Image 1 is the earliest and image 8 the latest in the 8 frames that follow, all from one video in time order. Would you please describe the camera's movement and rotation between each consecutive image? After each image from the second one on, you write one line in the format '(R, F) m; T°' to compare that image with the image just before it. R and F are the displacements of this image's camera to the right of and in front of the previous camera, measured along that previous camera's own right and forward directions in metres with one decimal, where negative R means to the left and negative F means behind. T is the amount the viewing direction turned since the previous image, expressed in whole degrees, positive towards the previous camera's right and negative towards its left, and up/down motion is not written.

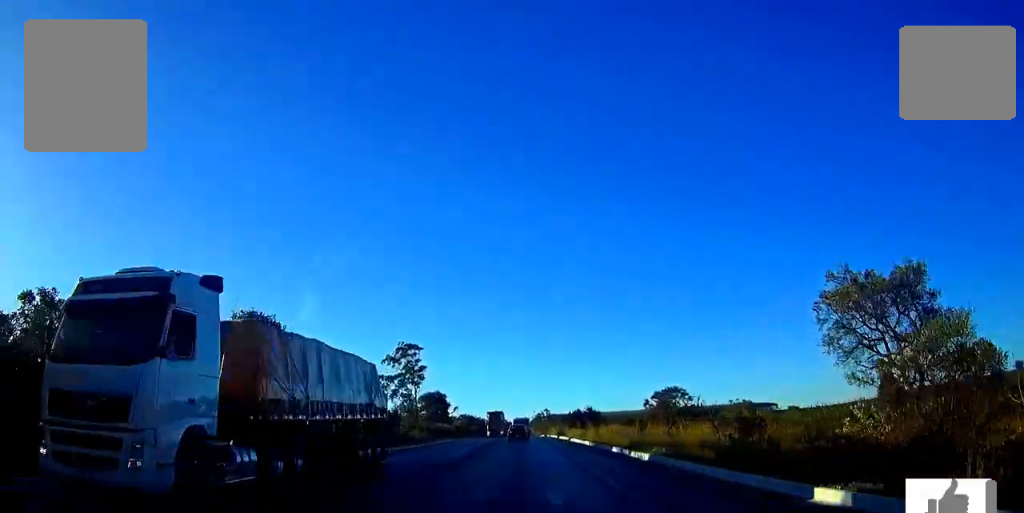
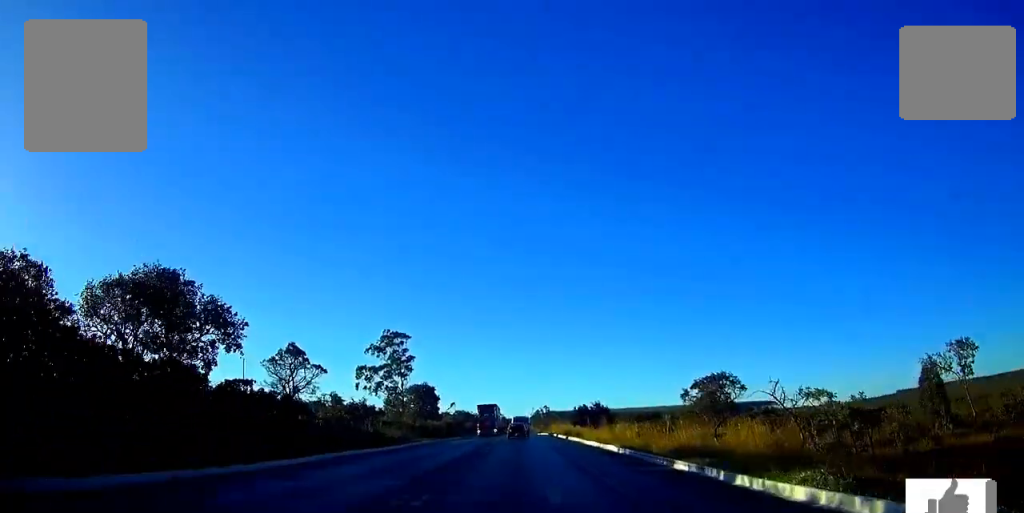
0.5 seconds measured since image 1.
(0.0, +13.0) m; 0°
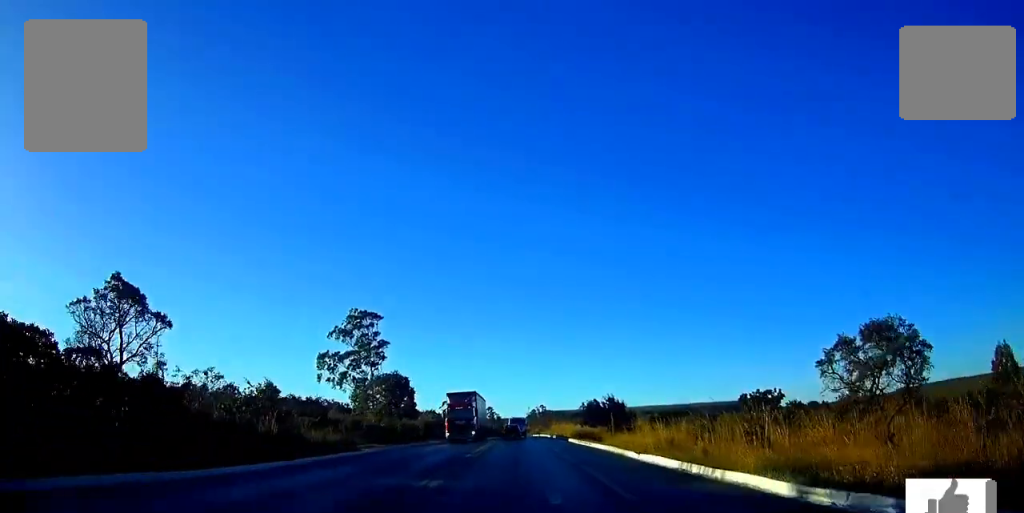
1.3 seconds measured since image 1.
(0.0, +20.1) m; 0°
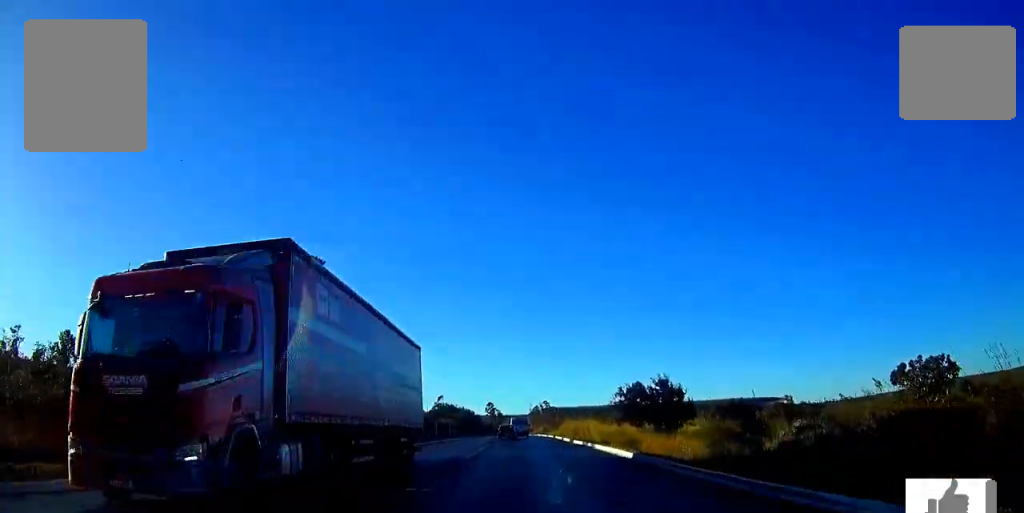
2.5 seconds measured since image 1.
(+0.1, +30.1) m; 0°
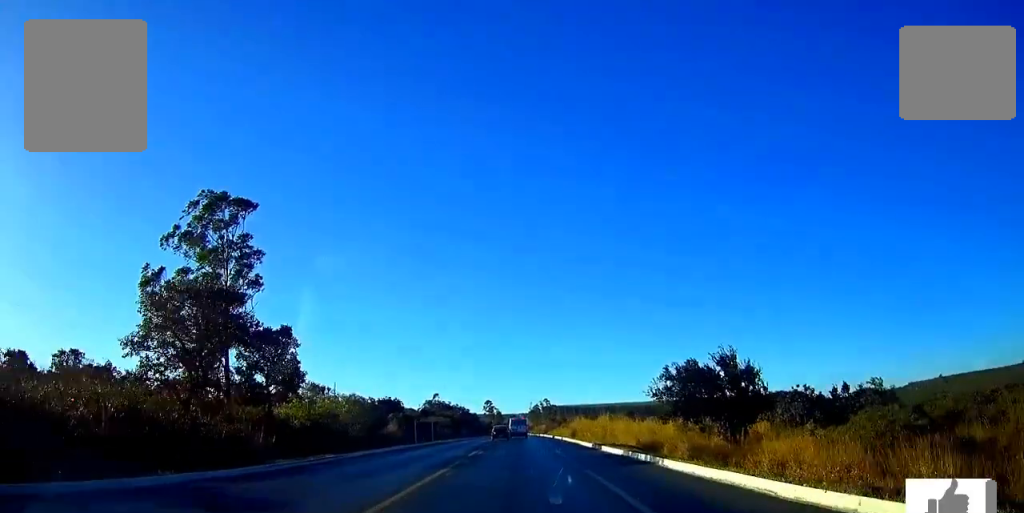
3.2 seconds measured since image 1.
(0.0, +17.7) m; 0°
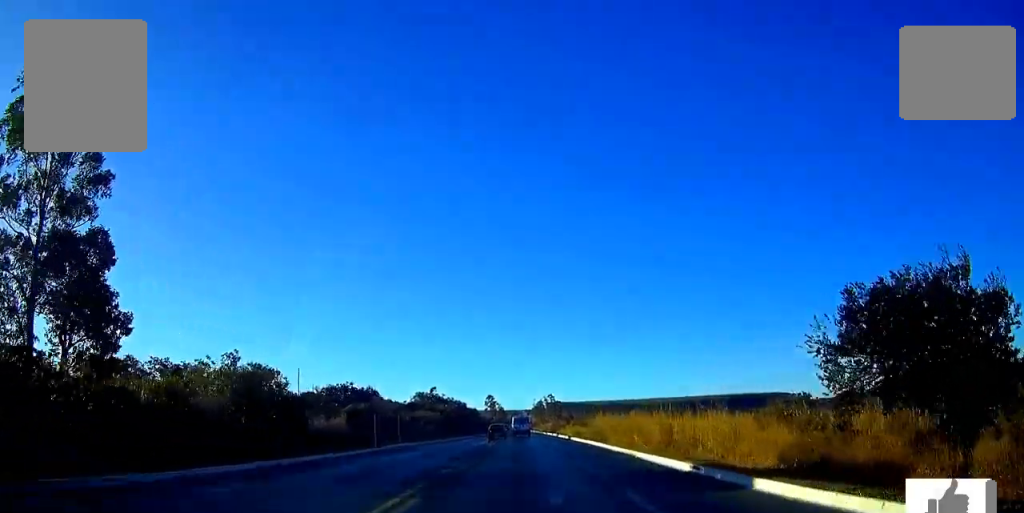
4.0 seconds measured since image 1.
(-0.1, +21.6) m; 0°
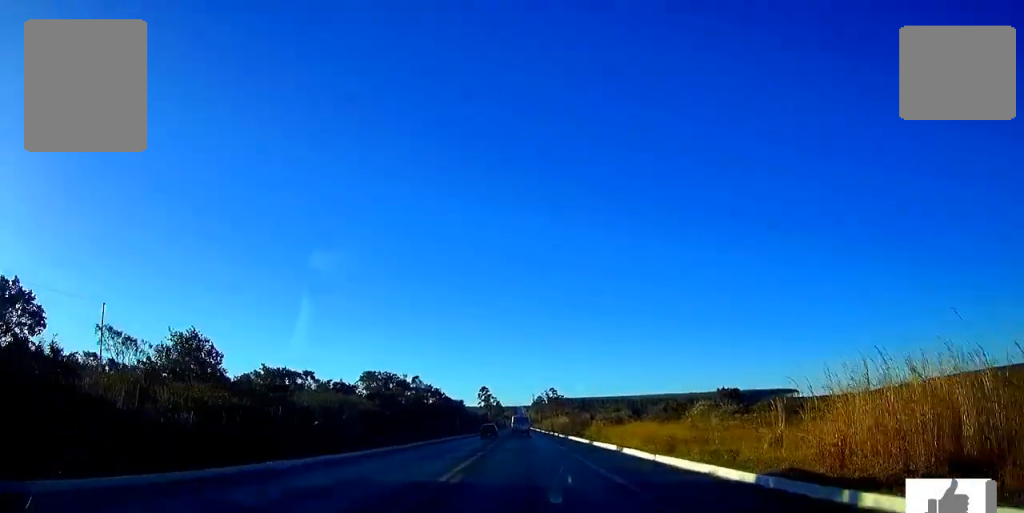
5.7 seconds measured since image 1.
(-0.1, +49.4) m; 0°
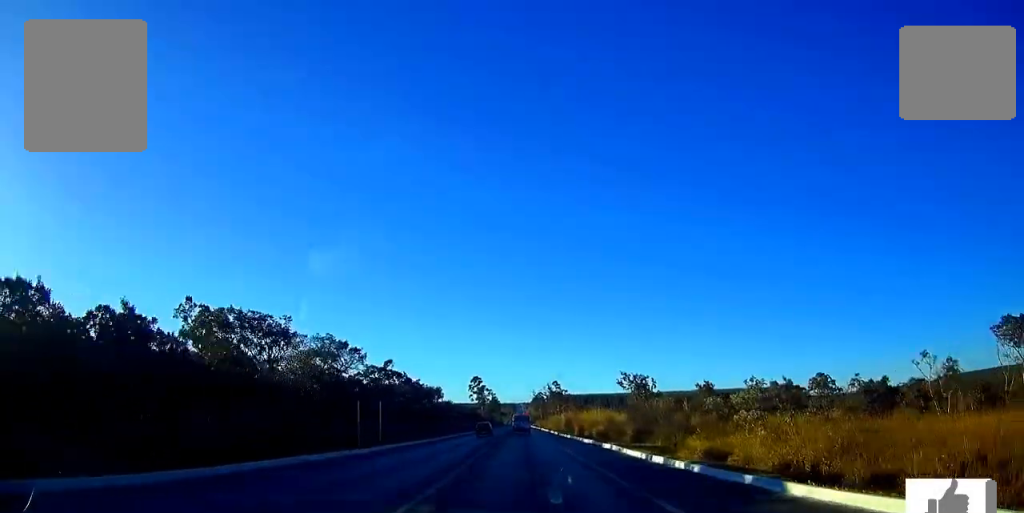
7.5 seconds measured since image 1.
(-0.2, +51.8) m; 0°
